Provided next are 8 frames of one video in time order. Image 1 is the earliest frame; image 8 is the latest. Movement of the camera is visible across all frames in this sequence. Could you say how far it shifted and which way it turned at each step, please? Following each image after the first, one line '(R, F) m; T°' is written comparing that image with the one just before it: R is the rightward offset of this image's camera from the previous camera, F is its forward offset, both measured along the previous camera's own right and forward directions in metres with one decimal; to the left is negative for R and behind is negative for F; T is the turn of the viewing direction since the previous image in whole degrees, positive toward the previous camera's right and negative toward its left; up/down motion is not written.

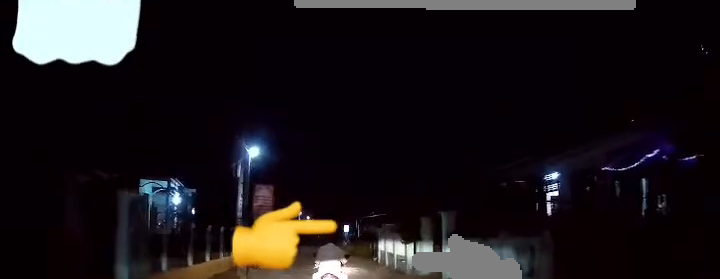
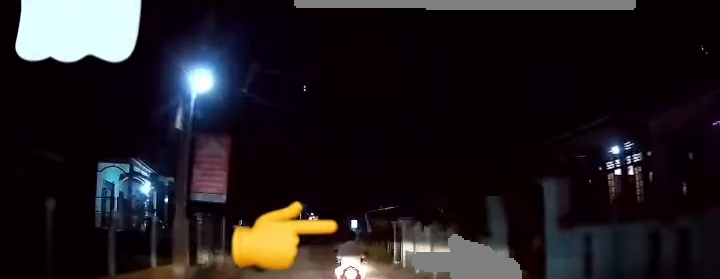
(-0.1, +6.3) m; -3°
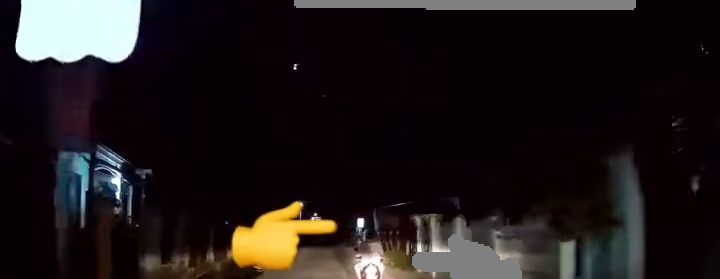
(-0.1, +4.4) m; -1°
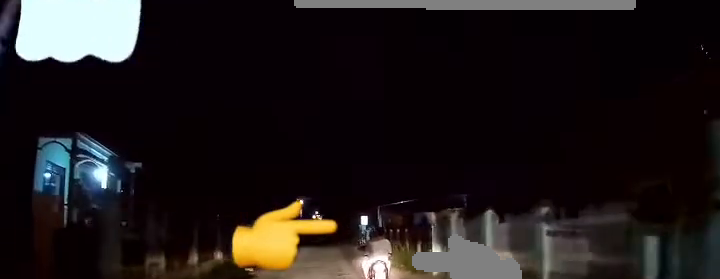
(0.0, +1.8) m; 0°
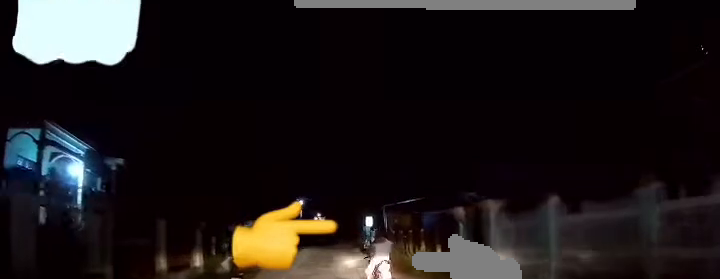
(0.0, +2.4) m; 0°
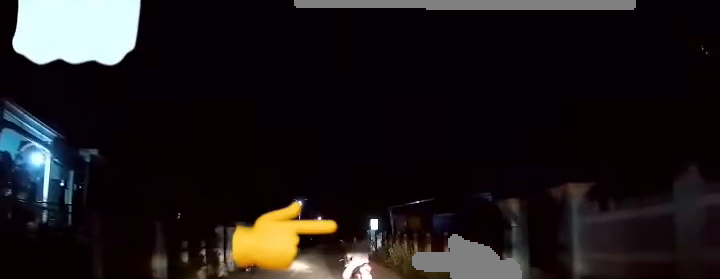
(0.0, +2.7) m; +1°
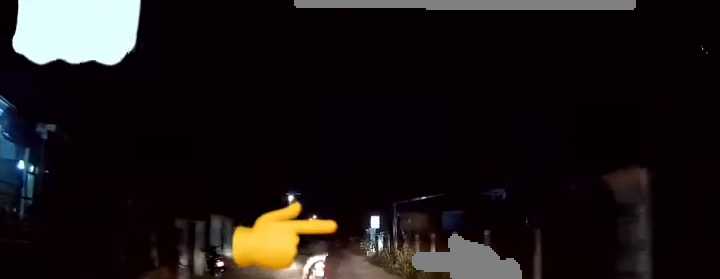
(0.0, +3.3) m; +2°
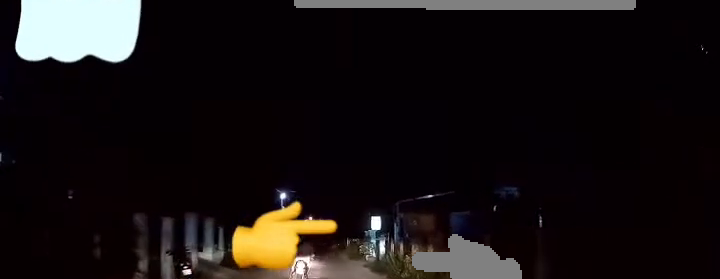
(0.0, +2.4) m; +1°
